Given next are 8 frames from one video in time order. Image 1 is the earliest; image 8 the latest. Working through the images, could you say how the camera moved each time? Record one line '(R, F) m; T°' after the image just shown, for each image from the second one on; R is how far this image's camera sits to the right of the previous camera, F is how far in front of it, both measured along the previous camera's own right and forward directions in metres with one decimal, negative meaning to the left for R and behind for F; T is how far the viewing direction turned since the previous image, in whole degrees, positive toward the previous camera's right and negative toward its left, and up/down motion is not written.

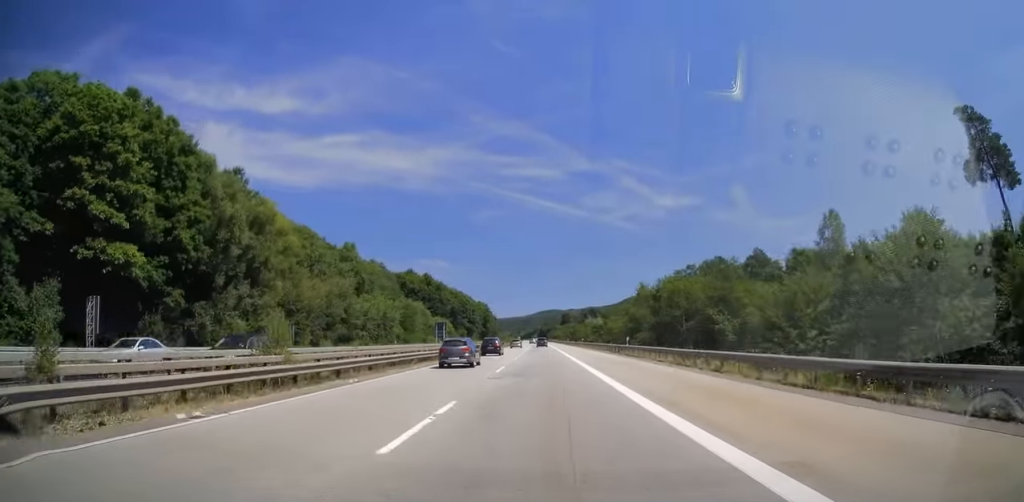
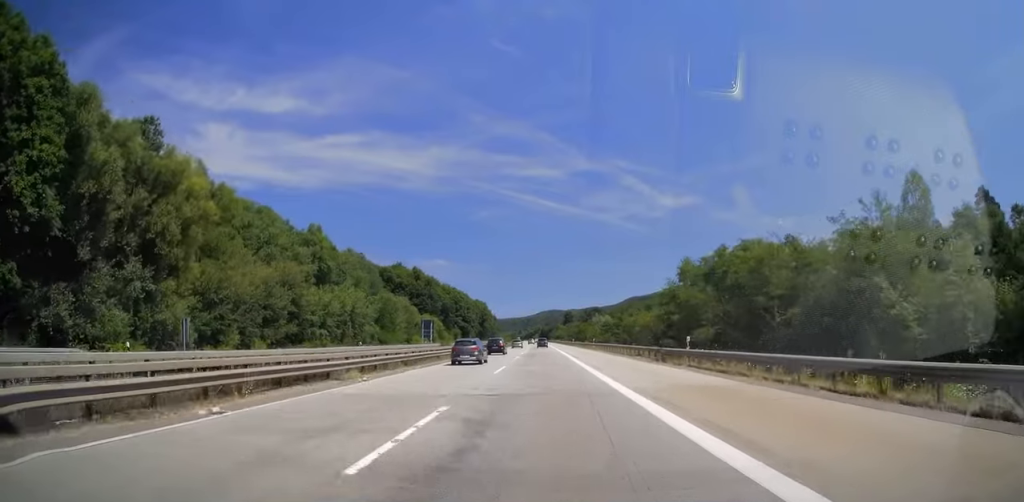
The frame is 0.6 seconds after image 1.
(+0.3, +19.1) m; +1°
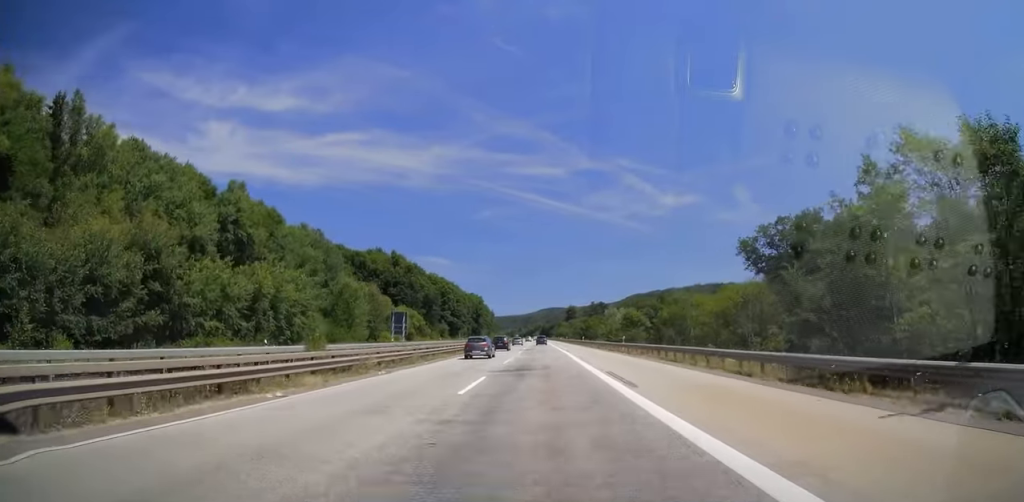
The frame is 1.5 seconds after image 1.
(+0.1, +27.4) m; 0°
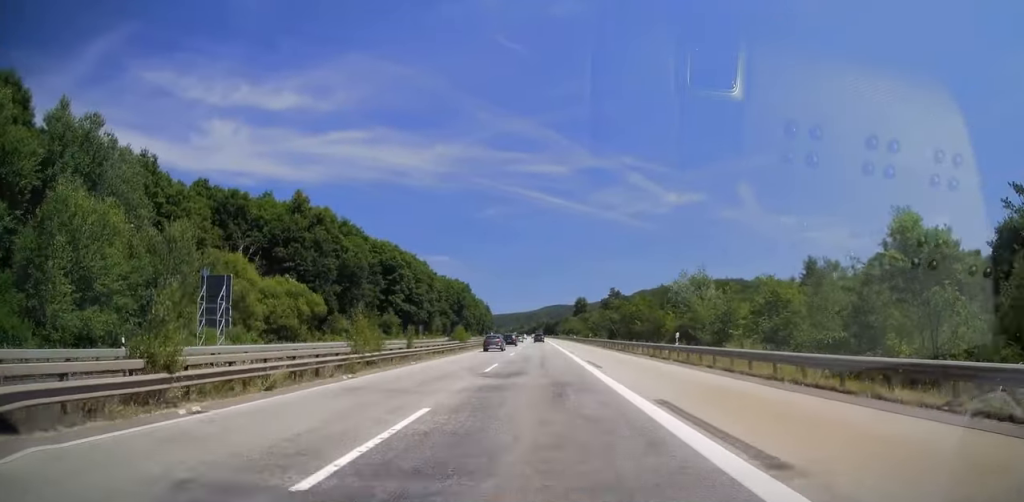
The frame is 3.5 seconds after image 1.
(-0.4, +63.5) m; 0°
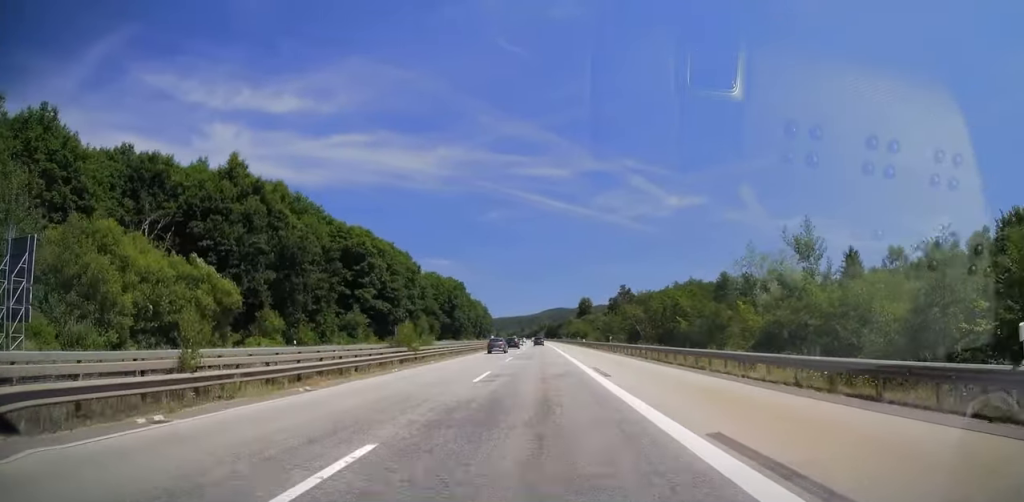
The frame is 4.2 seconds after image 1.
(0.0, +21.7) m; 0°
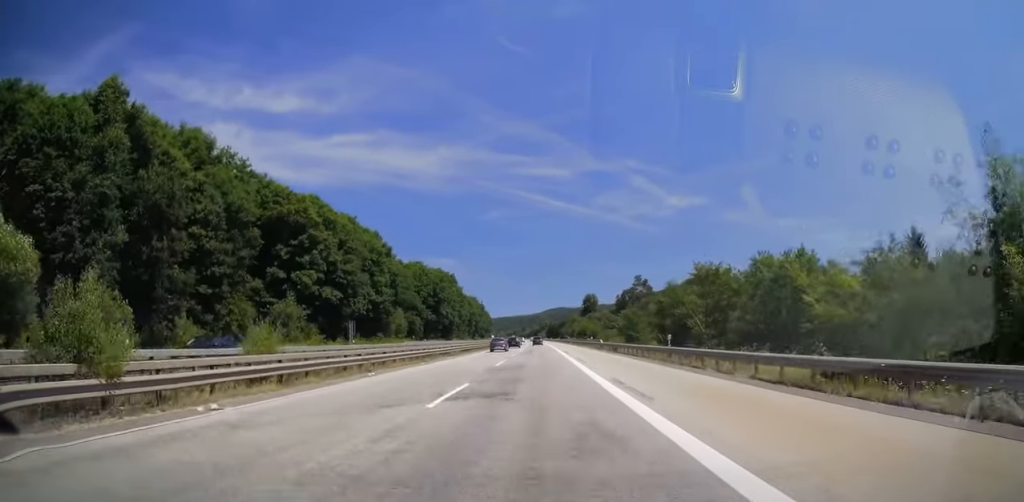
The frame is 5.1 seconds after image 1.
(-0.3, +25.3) m; -1°
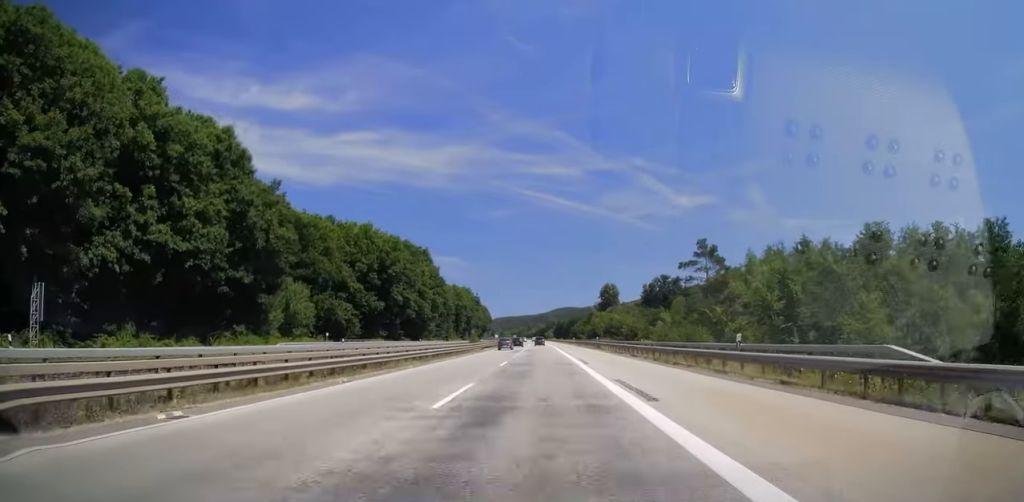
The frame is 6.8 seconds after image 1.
(0.0, +54.1) m; 0°
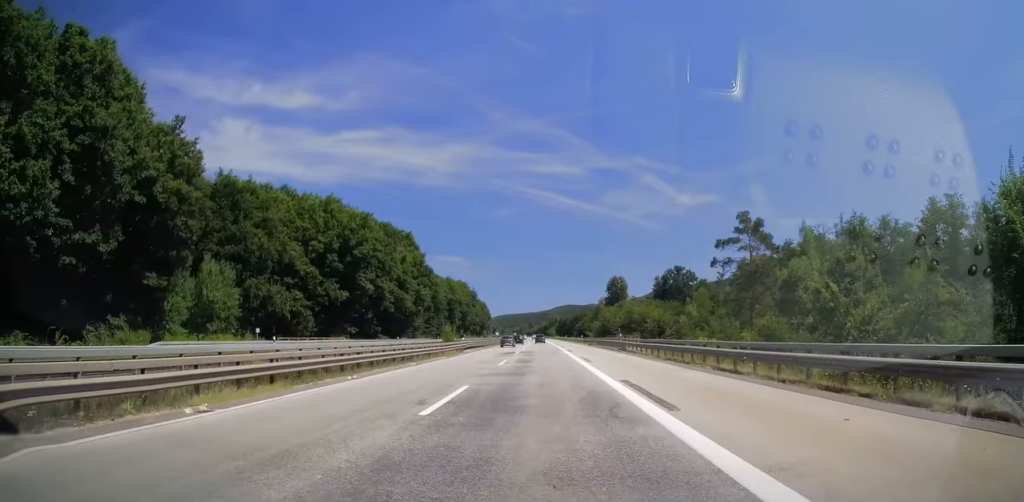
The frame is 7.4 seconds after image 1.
(0.0, +19.1) m; 0°
